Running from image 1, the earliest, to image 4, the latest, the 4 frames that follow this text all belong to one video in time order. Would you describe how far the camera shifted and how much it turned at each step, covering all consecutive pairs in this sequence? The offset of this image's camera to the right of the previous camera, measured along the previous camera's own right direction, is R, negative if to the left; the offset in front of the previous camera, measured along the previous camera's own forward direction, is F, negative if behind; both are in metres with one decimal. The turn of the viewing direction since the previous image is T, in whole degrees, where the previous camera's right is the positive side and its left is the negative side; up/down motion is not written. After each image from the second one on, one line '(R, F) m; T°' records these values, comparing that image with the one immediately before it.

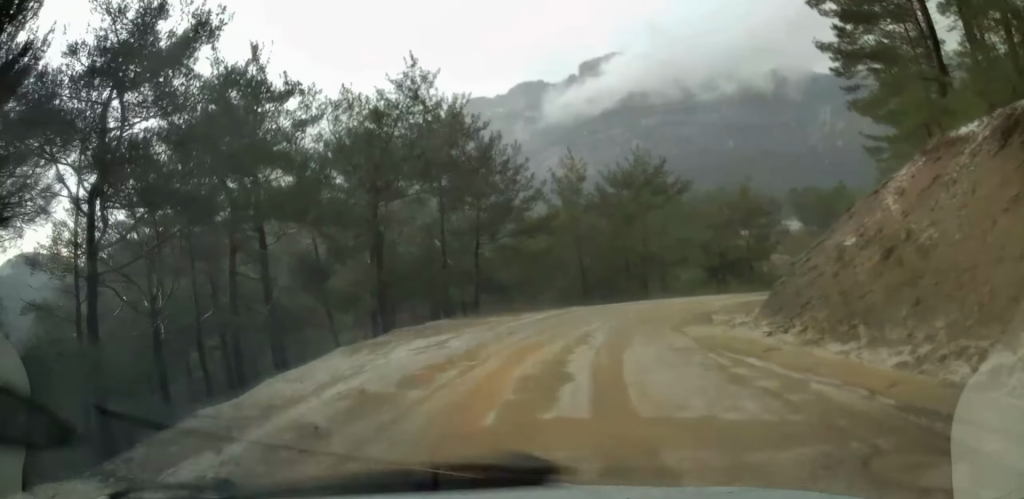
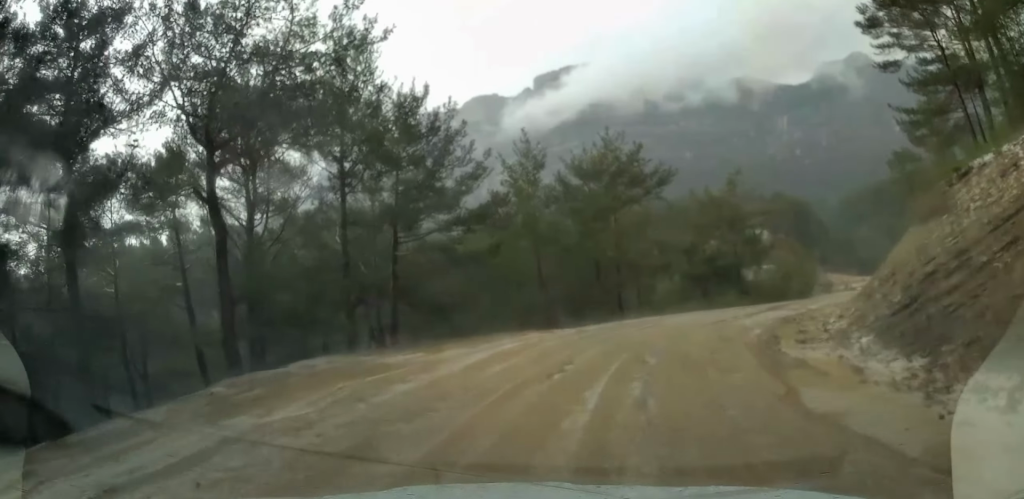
(-0.4, +13.4) m; +2°
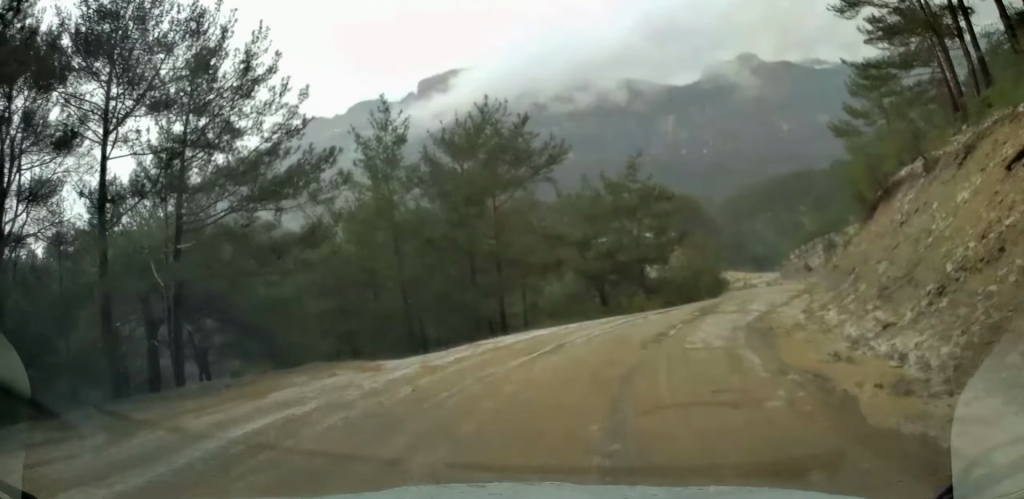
(+1.2, +8.4) m; +15°
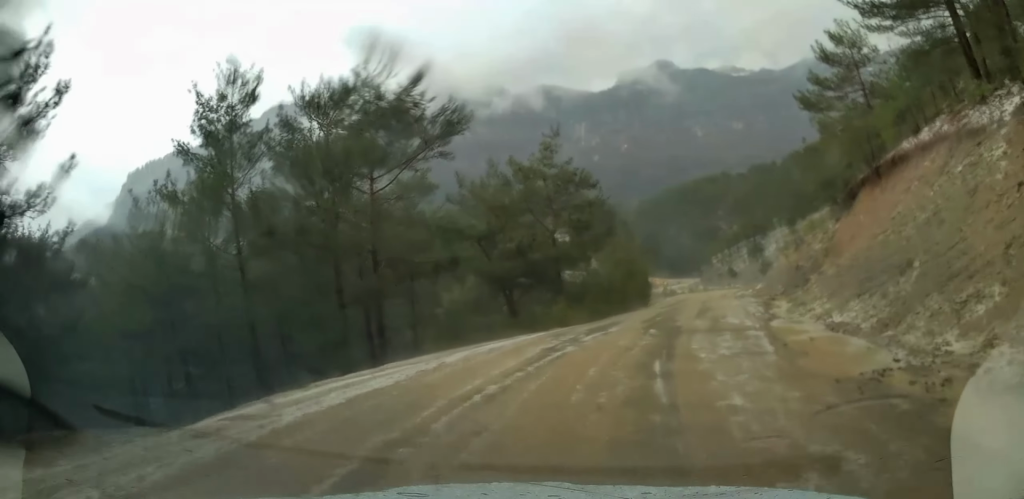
(+0.6, +9.8) m; +7°
